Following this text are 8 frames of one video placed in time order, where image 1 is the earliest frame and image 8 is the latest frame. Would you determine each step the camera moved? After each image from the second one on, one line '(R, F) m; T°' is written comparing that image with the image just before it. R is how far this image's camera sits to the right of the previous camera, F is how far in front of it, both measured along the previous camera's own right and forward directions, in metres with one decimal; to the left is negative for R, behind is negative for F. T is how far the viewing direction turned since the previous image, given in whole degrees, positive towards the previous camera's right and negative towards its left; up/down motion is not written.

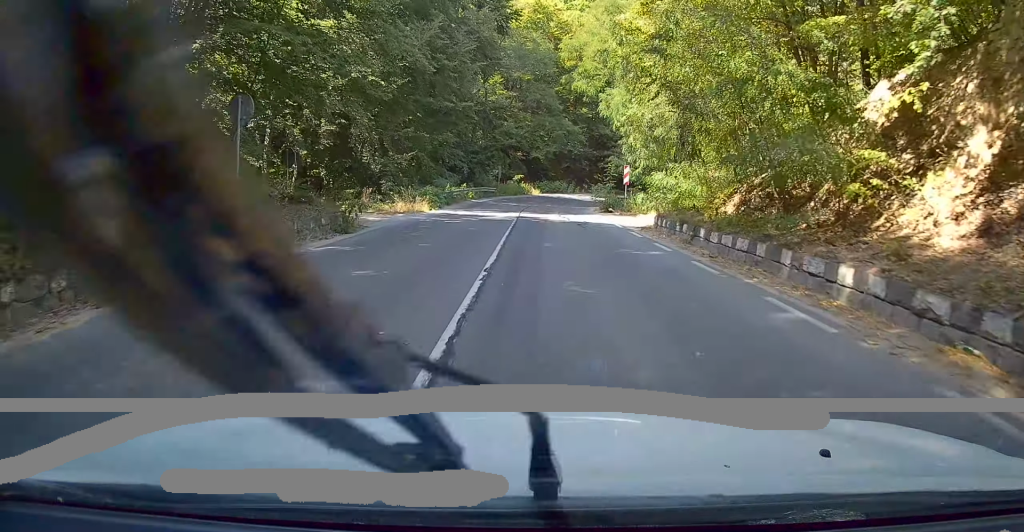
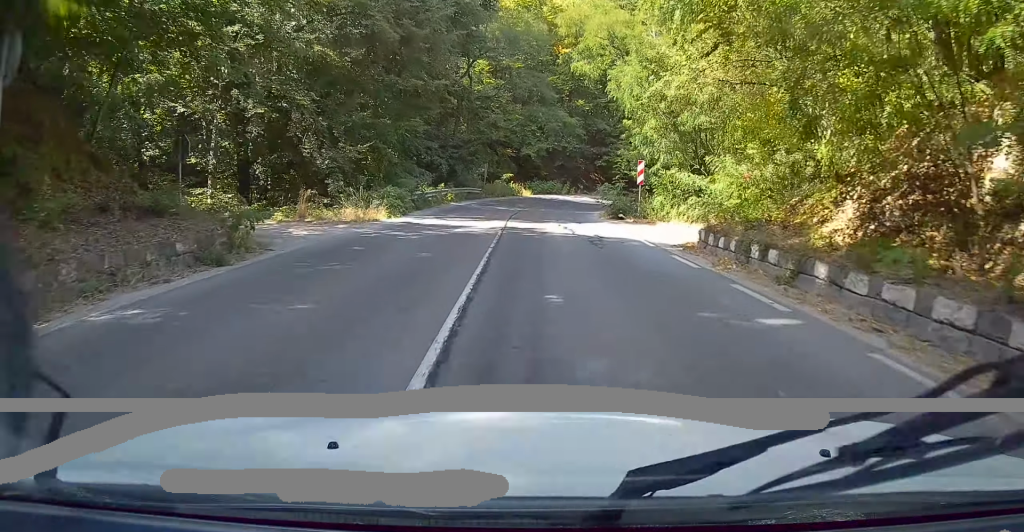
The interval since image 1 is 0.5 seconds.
(+0.2, +7.1) m; +1°
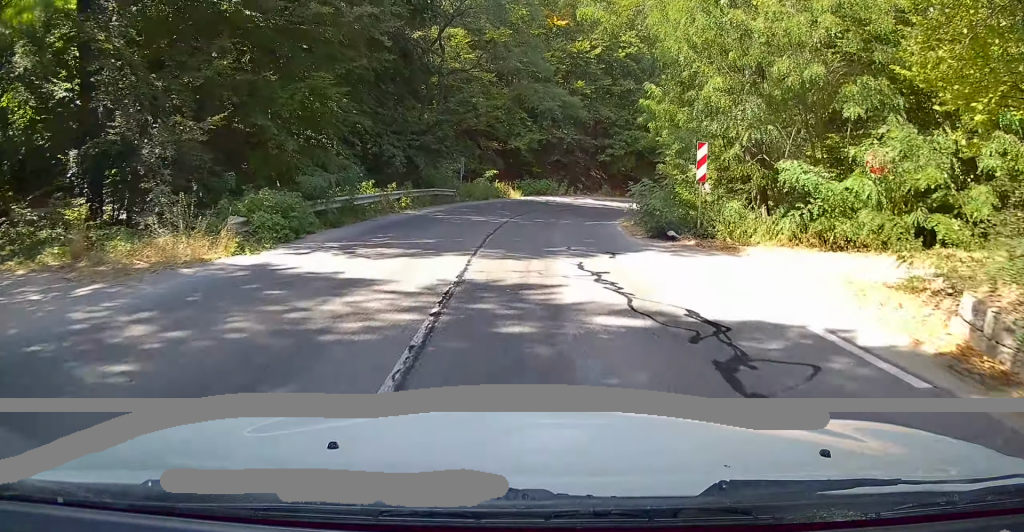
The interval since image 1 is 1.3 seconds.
(+0.1, +11.3) m; +2°
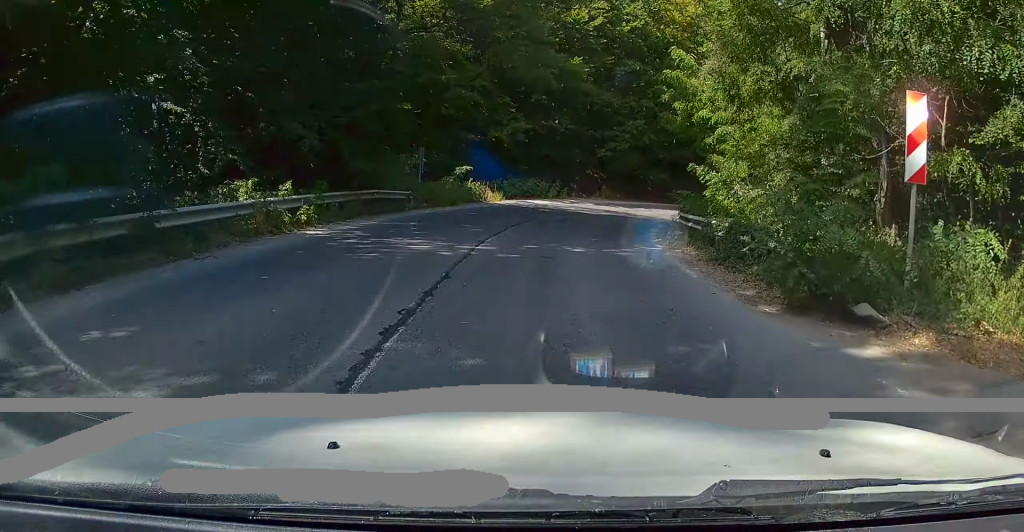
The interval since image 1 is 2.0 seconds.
(0.0, +10.4) m; +2°
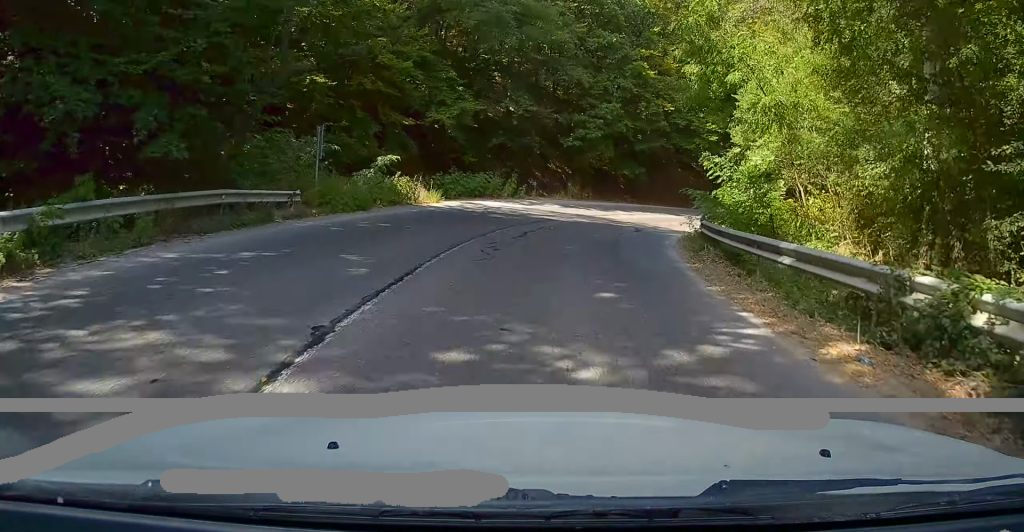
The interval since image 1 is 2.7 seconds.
(+0.1, +8.9) m; +3°
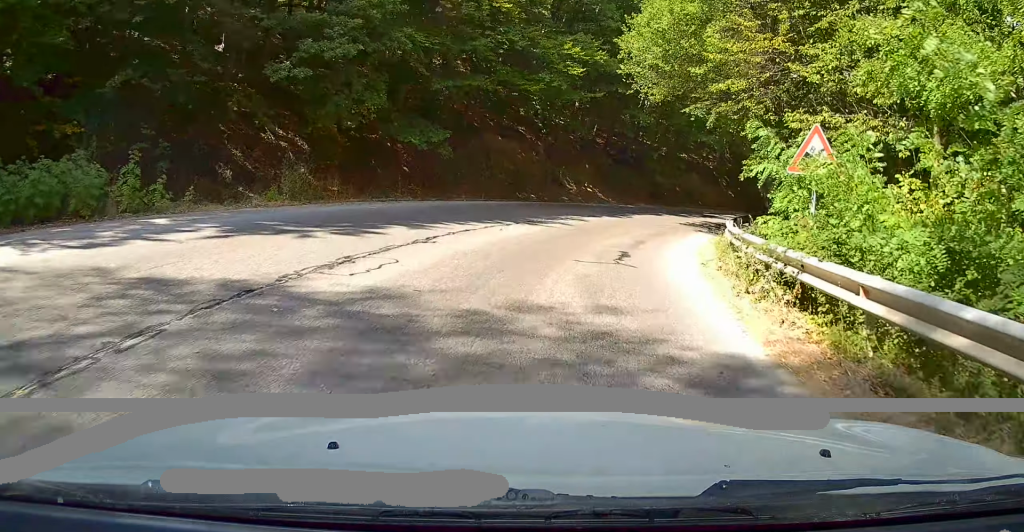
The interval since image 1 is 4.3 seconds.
(+3.4, +21.5) m; +20°
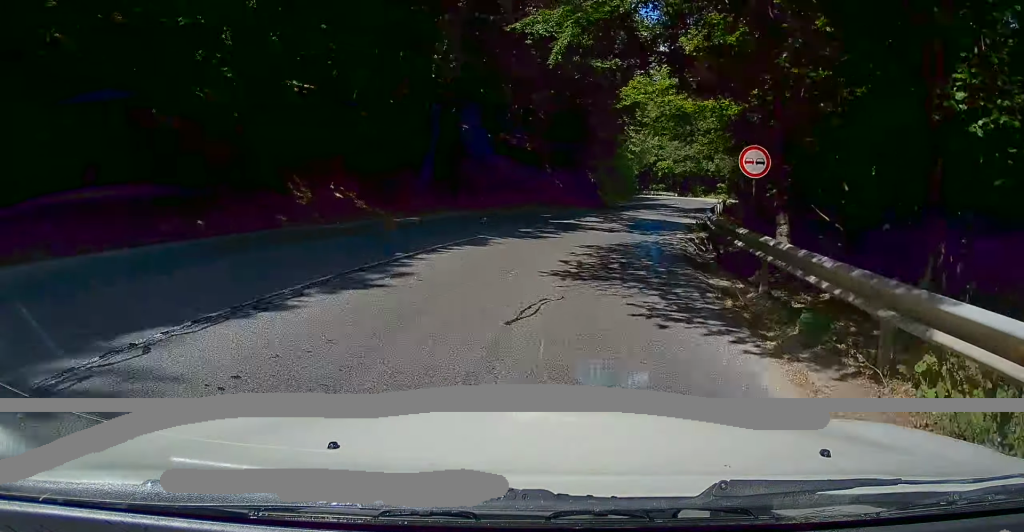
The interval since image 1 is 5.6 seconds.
(+2.5, +17.8) m; +13°
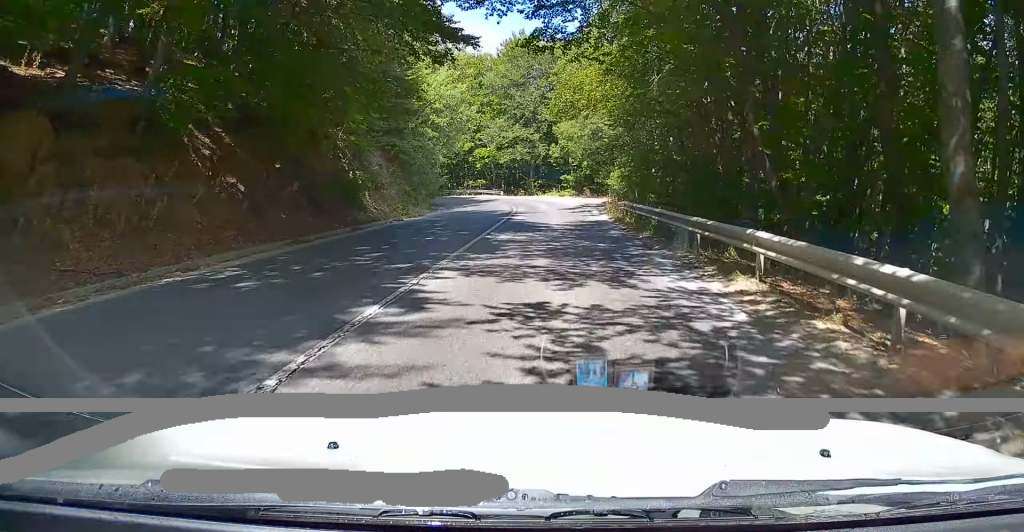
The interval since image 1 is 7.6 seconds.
(+3.9, +29.1) m; +14°
